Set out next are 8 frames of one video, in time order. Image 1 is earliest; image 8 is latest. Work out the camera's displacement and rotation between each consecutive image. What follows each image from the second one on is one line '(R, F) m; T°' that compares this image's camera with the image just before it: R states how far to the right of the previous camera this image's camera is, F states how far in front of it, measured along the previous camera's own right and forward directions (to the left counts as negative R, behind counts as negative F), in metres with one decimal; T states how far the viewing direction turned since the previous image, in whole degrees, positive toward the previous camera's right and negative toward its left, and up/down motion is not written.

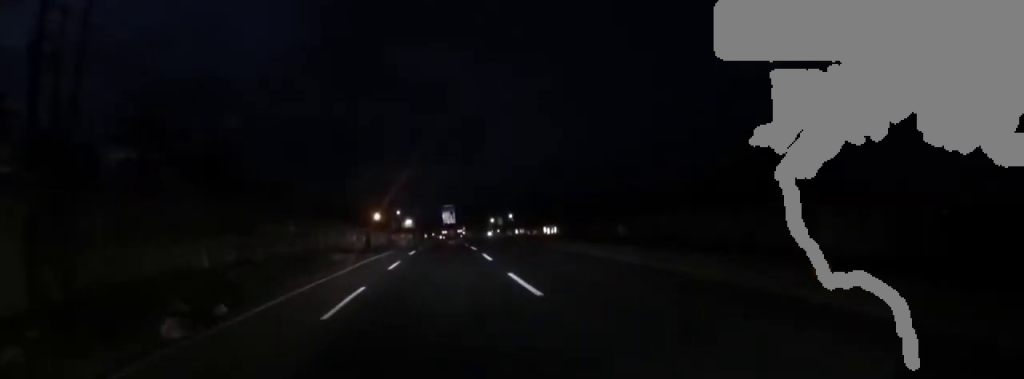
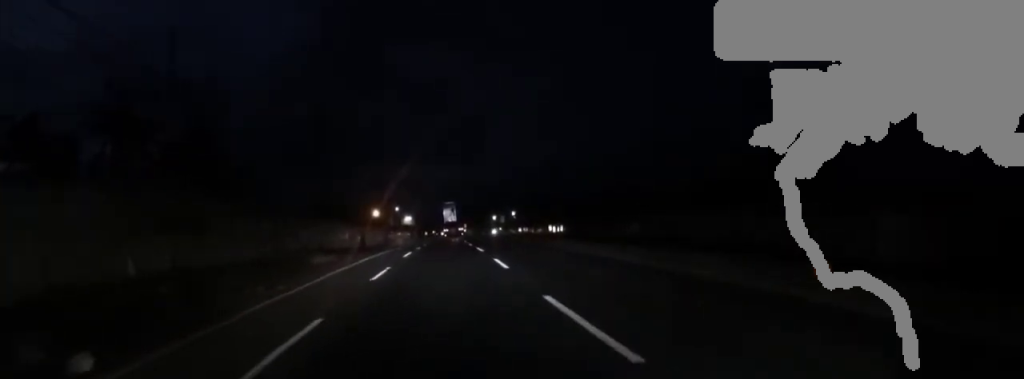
(+0.3, +3.6) m; +1°
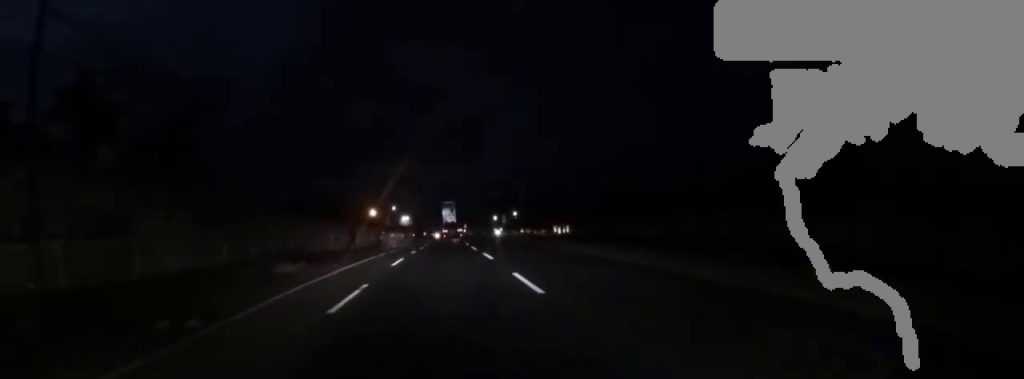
(-0.3, +4.3) m; +1°
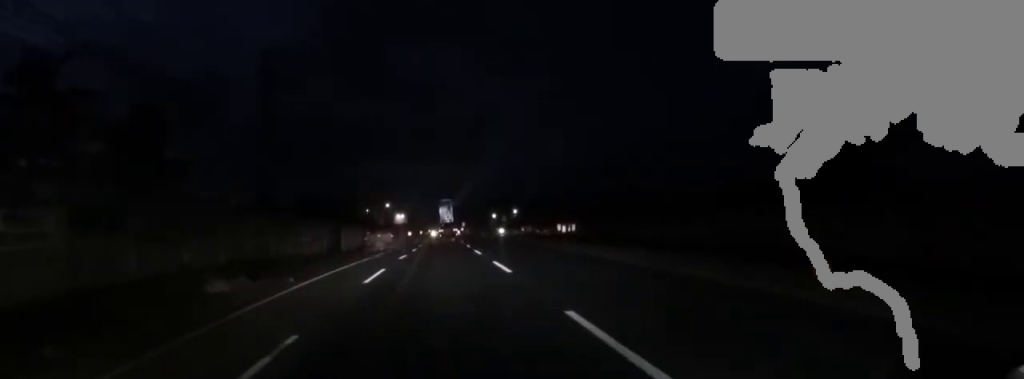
(-0.5, +4.9) m; +1°
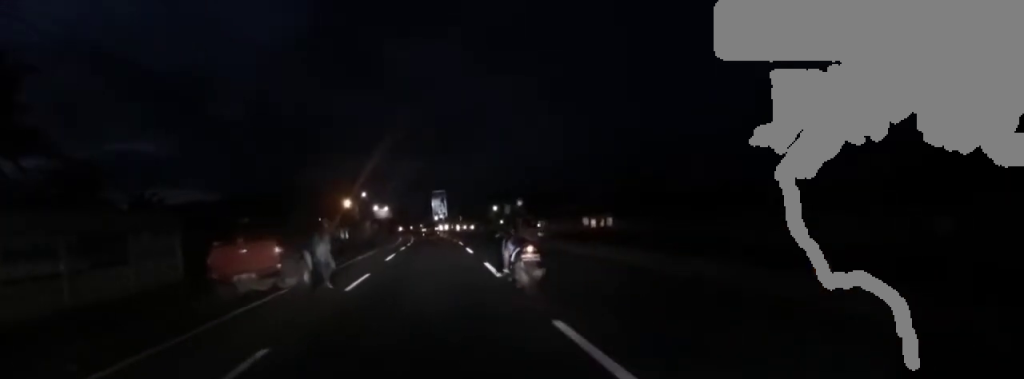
(-0.1, +17.2) m; -1°
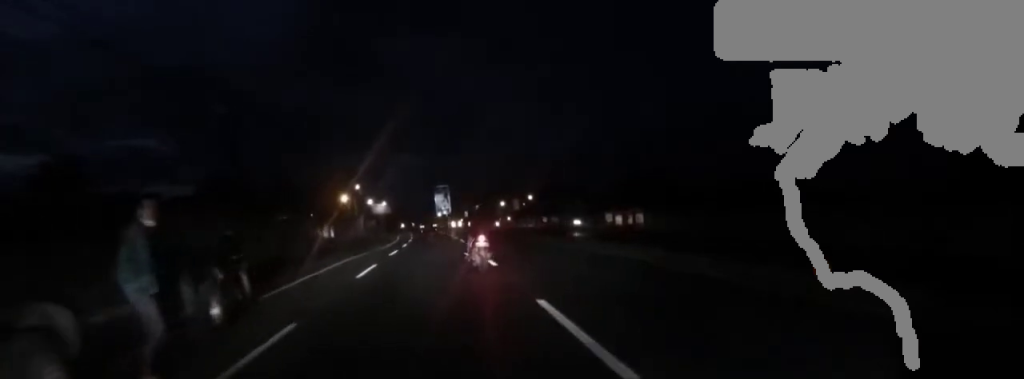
(+0.1, +6.9) m; 0°
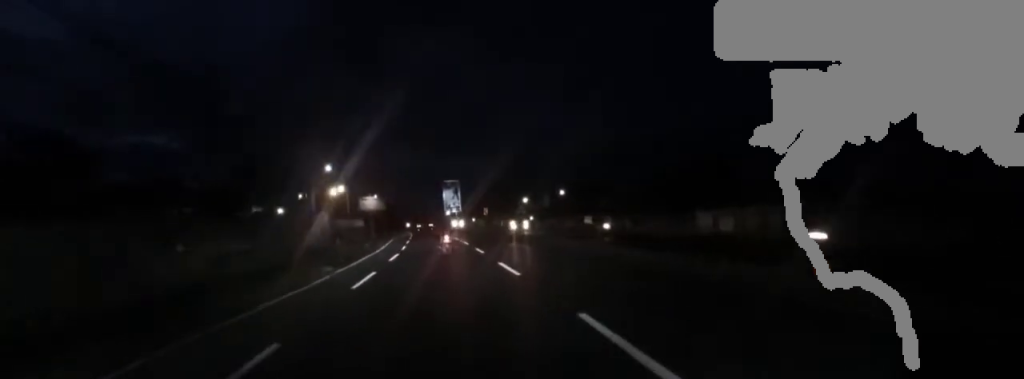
(-0.4, +17.2) m; 0°
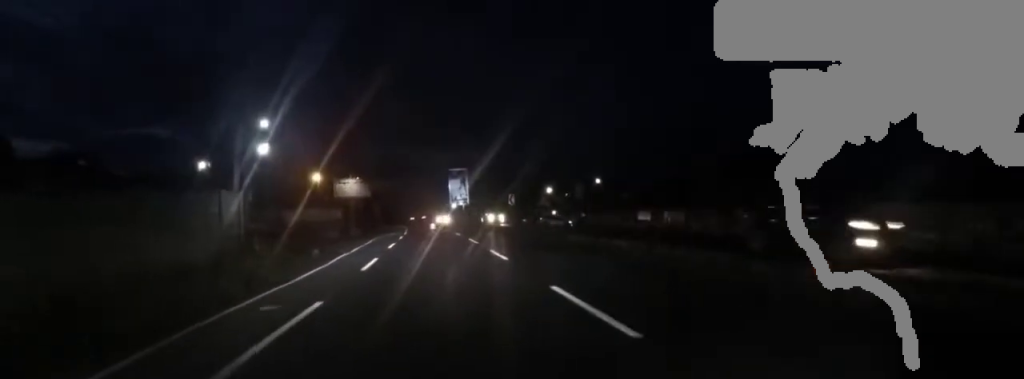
(+1.4, +14.2) m; +3°
